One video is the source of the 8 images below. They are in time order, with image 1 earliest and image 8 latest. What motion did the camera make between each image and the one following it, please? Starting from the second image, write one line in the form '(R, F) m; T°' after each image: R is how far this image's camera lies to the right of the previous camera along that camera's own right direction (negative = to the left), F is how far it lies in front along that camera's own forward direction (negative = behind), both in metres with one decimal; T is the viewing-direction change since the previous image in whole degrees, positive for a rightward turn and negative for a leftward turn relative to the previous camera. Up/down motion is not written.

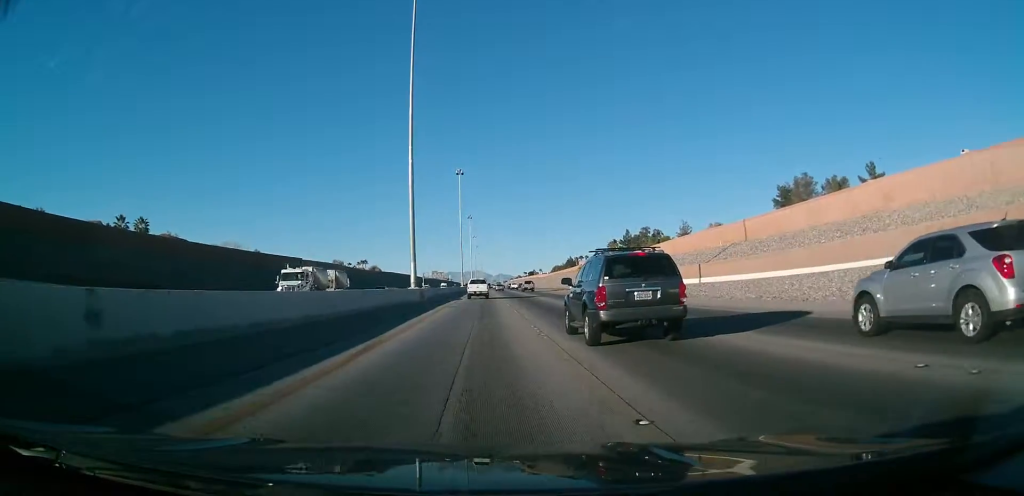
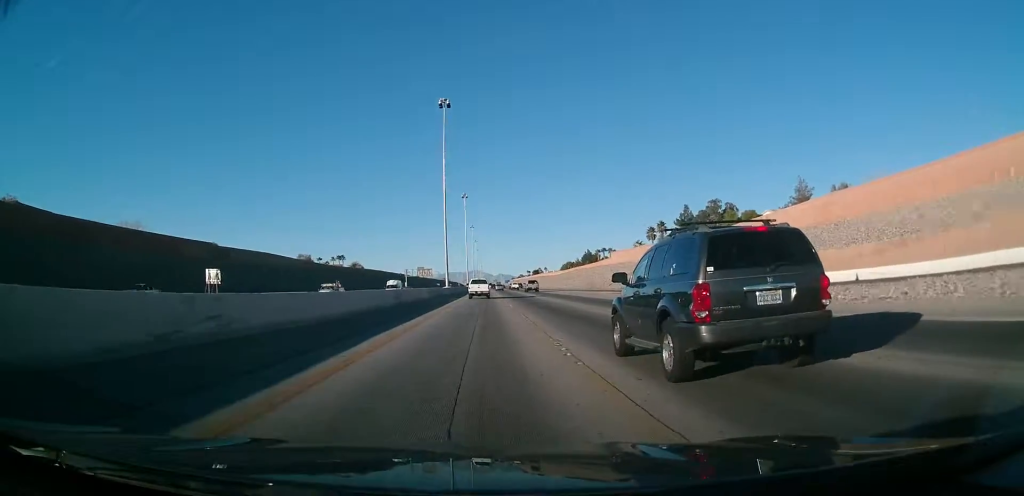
(+0.9, +64.3) m; +2°
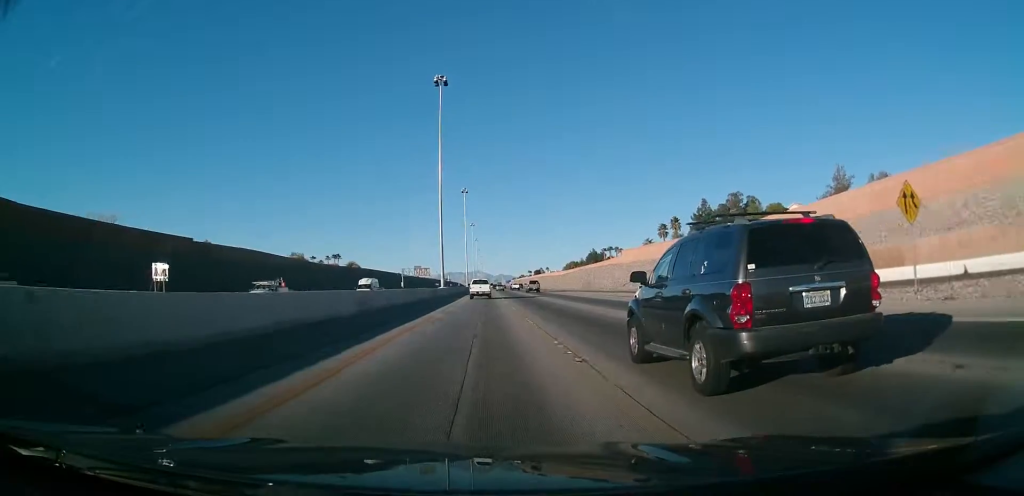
(0.0, +12.2) m; 0°
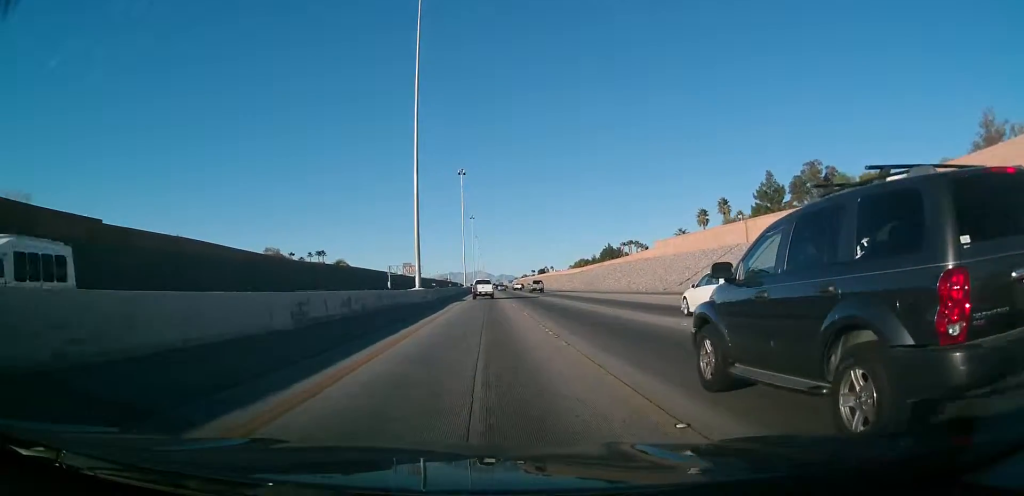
(-0.1, +33.5) m; -1°
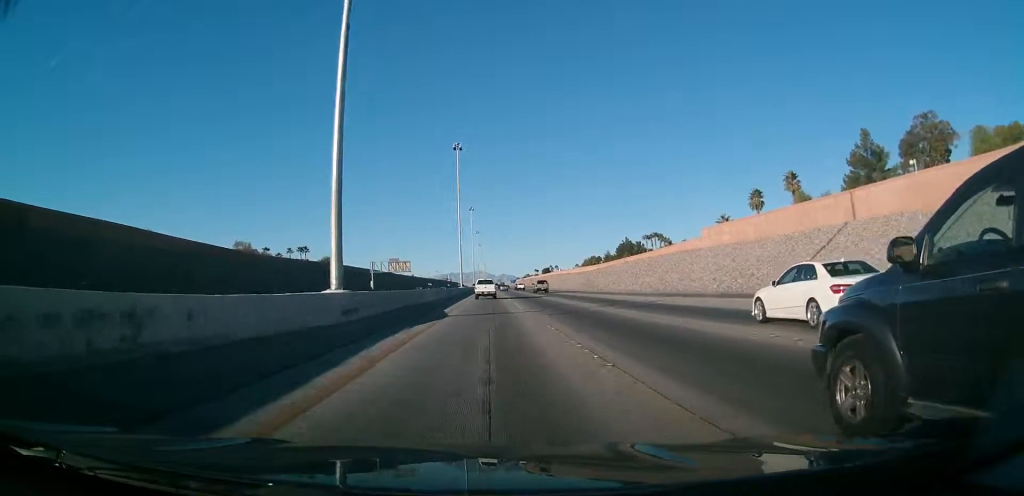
(-0.2, +30.5) m; -1°
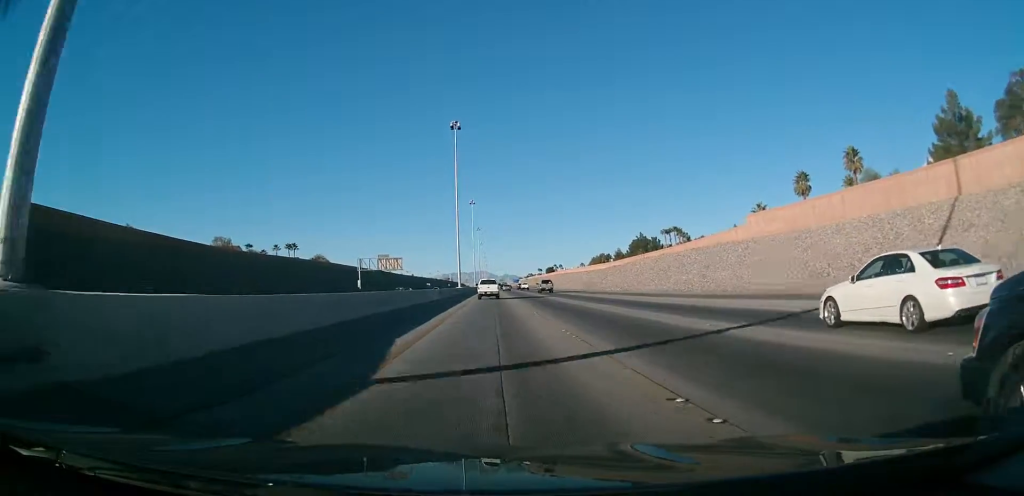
(0.0, +18.3) m; 0°
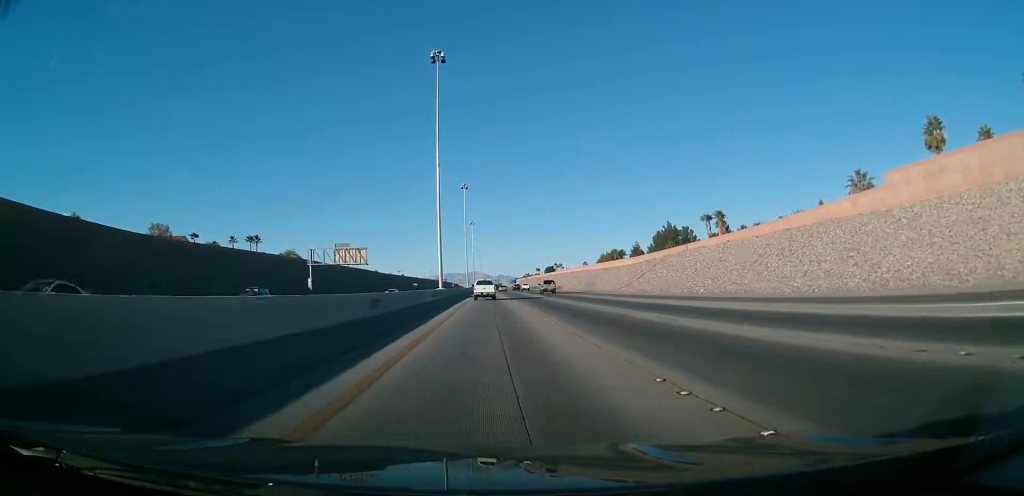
(0.0, +36.9) m; +1°
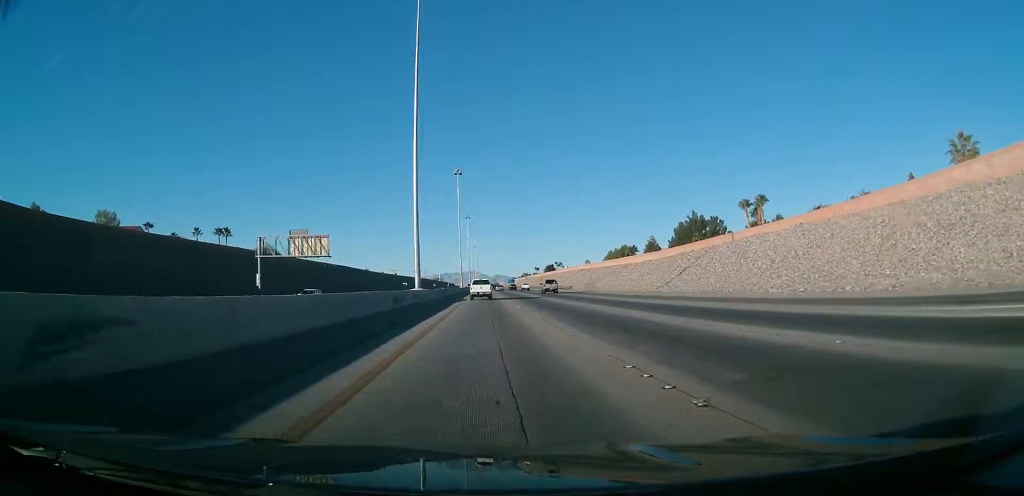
(+0.4, +23.7) m; 0°
